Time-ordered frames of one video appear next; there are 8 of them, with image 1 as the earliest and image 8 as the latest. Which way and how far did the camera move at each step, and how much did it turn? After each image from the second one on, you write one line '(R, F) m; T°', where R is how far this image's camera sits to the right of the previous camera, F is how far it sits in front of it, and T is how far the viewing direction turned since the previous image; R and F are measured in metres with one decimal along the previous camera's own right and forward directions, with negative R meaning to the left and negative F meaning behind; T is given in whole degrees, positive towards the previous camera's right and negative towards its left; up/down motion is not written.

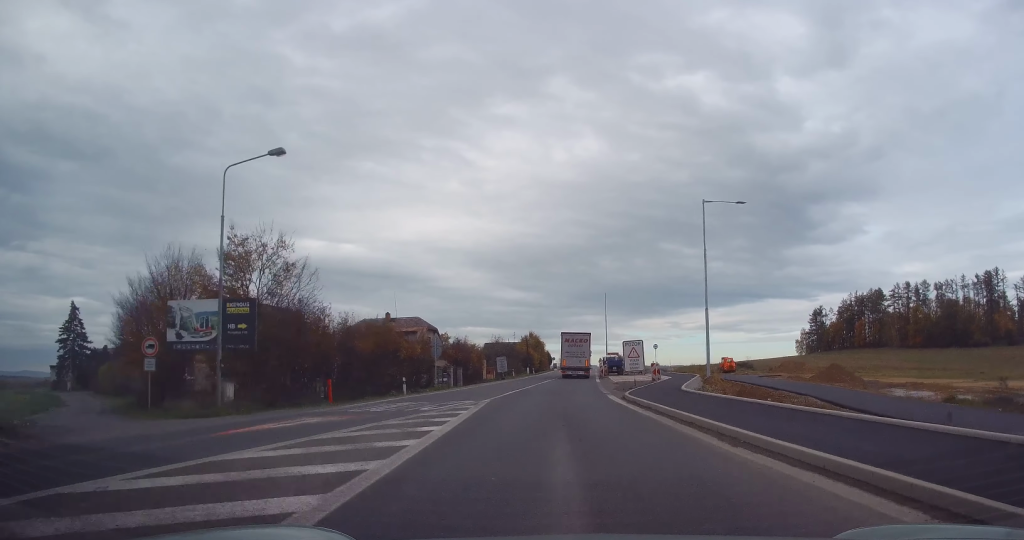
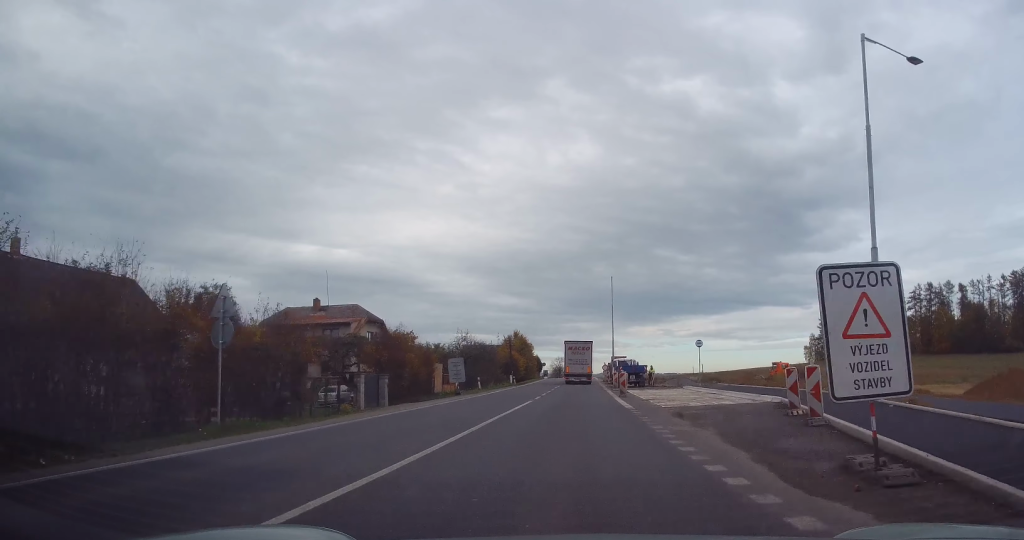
(+0.1, +23.8) m; +1°
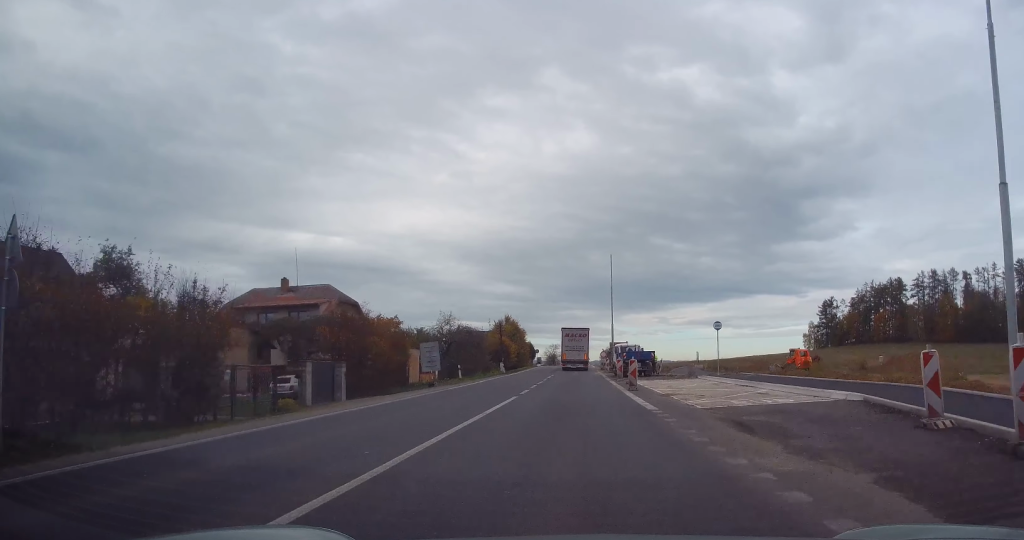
(-0.1, +6.7) m; +1°
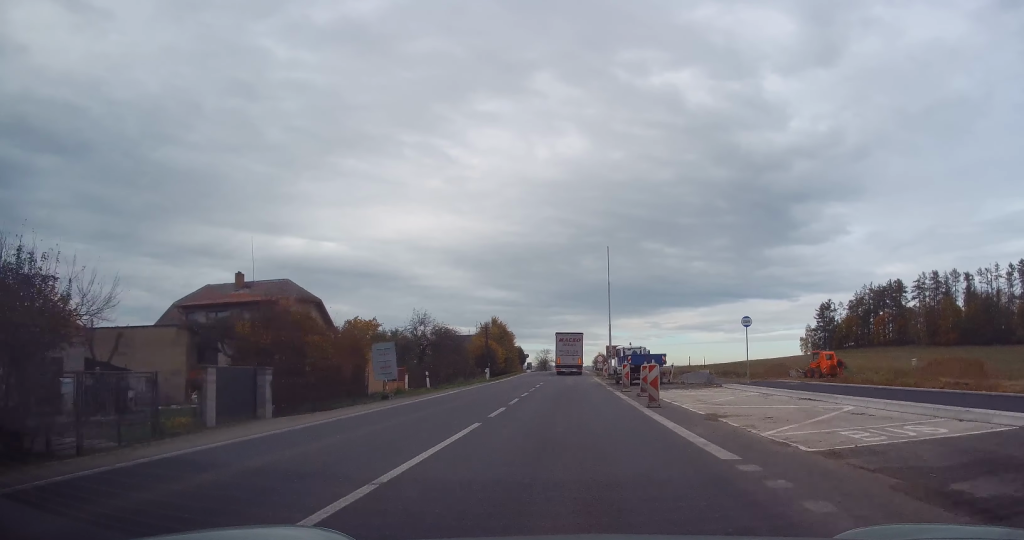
(+0.3, +5.3) m; +1°
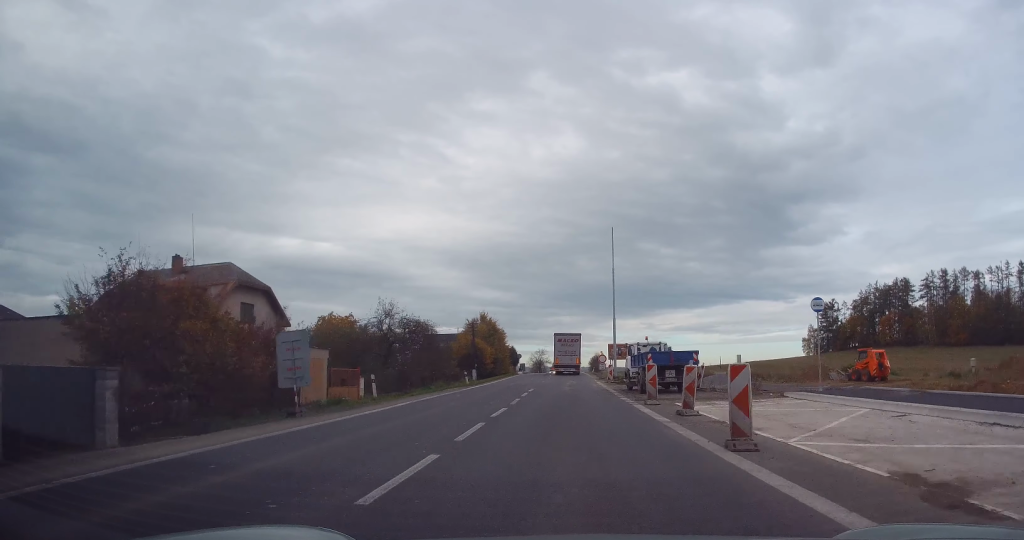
(+0.2, +8.7) m; 0°
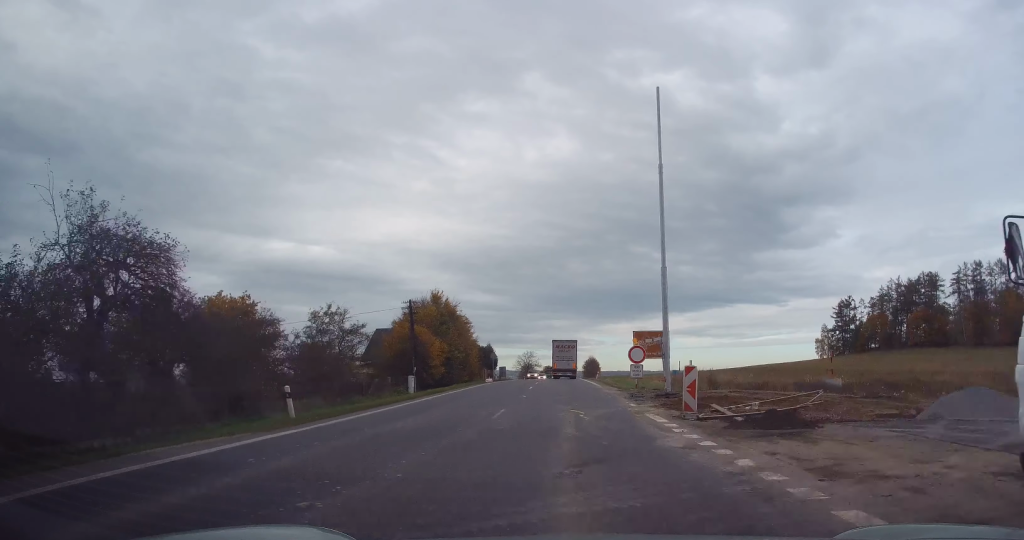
(-0.5, +27.1) m; 0°
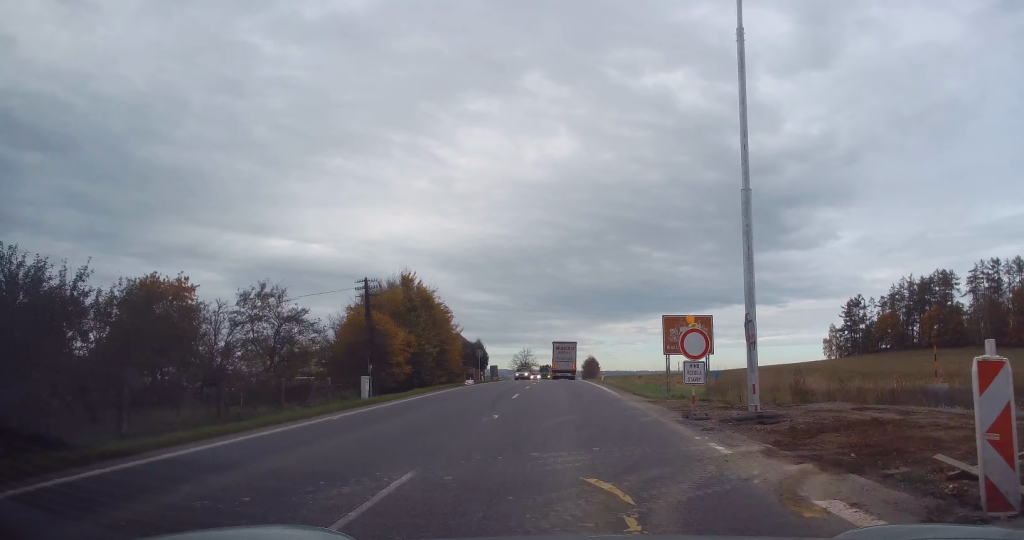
(+0.1, +10.5) m; +1°
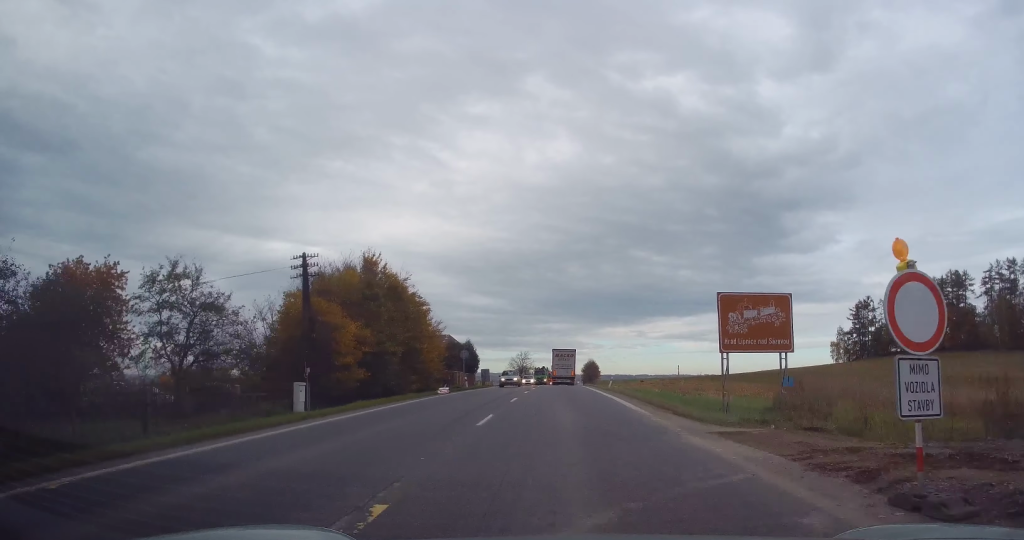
(+0.2, +9.1) m; 0°
